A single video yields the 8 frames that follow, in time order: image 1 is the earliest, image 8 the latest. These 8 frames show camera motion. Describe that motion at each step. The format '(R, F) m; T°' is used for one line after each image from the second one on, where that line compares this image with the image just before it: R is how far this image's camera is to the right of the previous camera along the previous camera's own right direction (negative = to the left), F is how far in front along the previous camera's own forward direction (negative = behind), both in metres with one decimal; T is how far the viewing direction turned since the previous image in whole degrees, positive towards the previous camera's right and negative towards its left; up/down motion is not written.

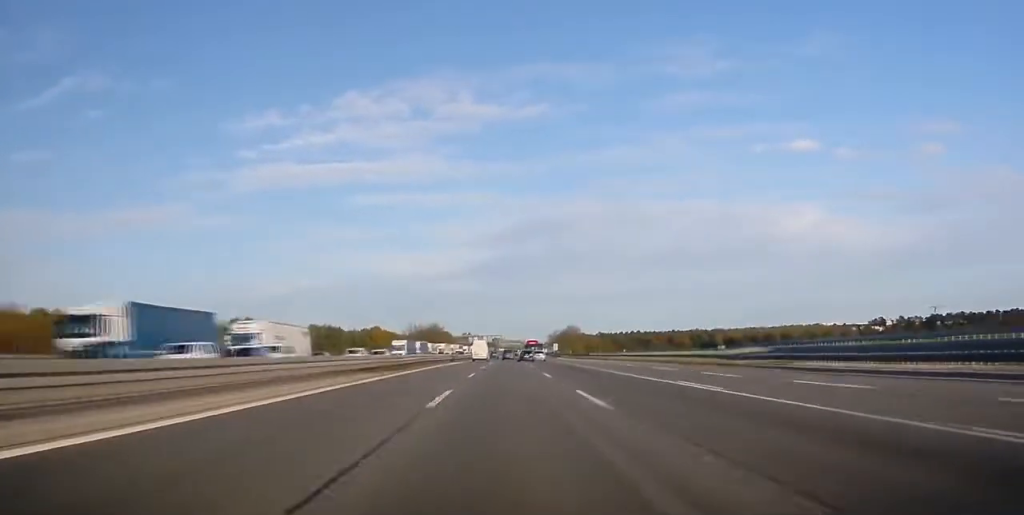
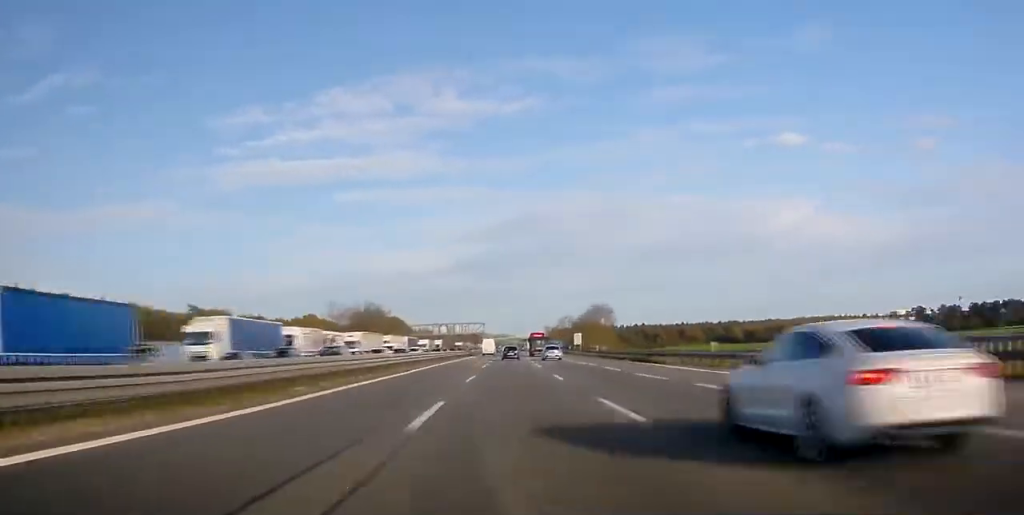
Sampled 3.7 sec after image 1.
(+0.6, +109.8) m; +1°
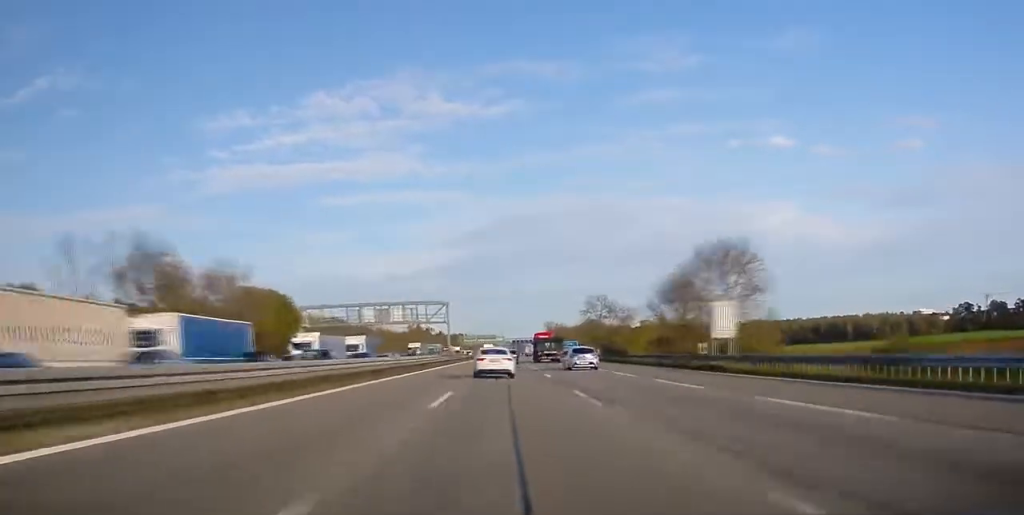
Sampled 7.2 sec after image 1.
(+1.1, +99.8) m; +1°
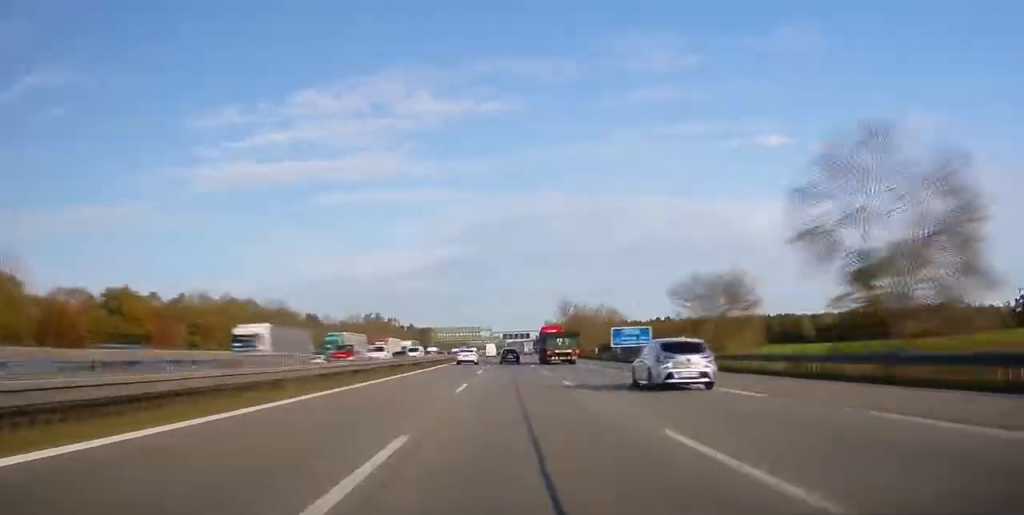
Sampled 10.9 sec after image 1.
(+0.6, +102.3) m; +1°
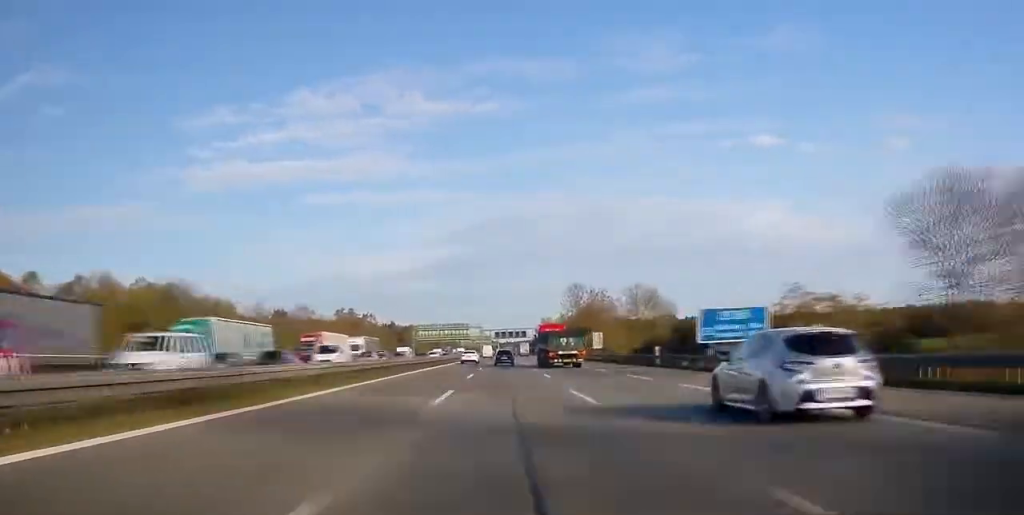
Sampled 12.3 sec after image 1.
(+0.3, +40.3) m; 0°
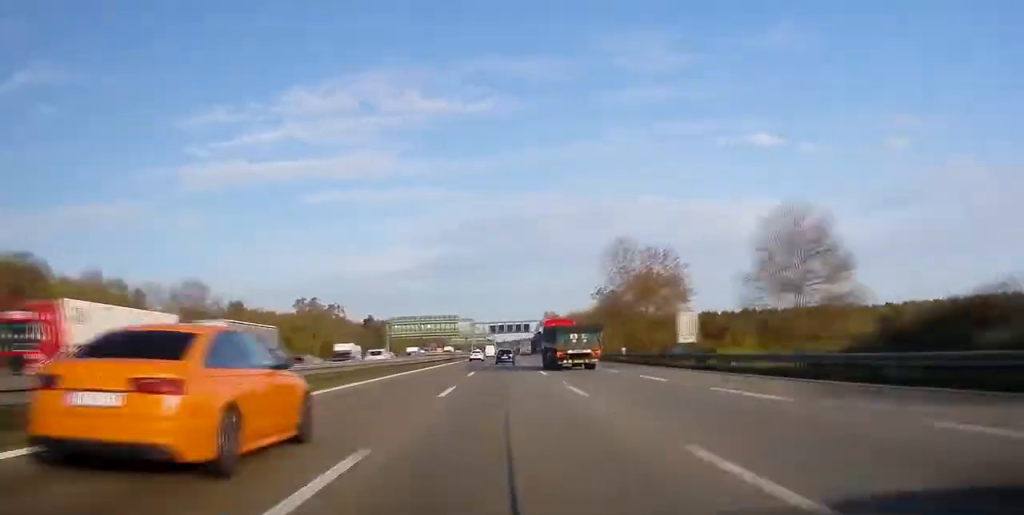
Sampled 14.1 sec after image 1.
(+0.1, +50.5) m; 0°
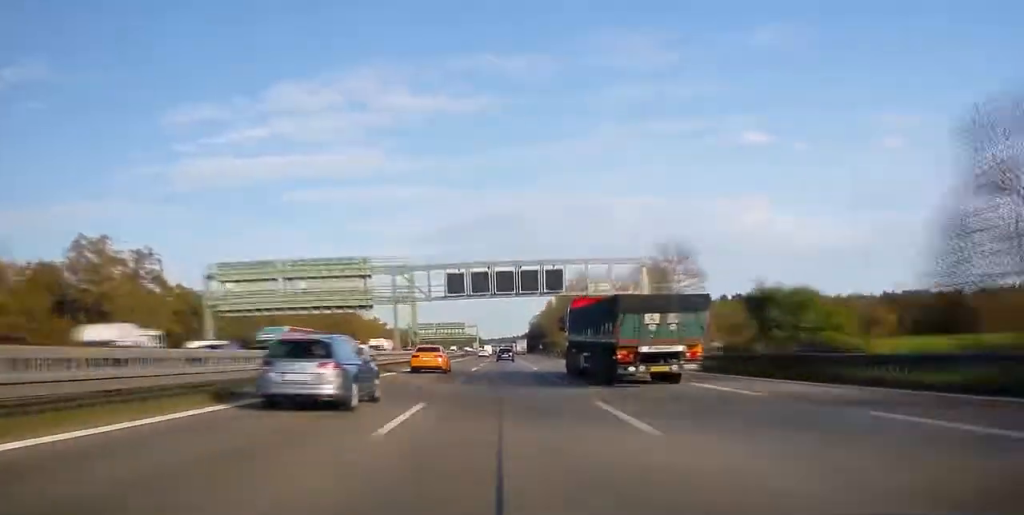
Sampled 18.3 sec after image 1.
(+0.9, +119.4) m; 0°
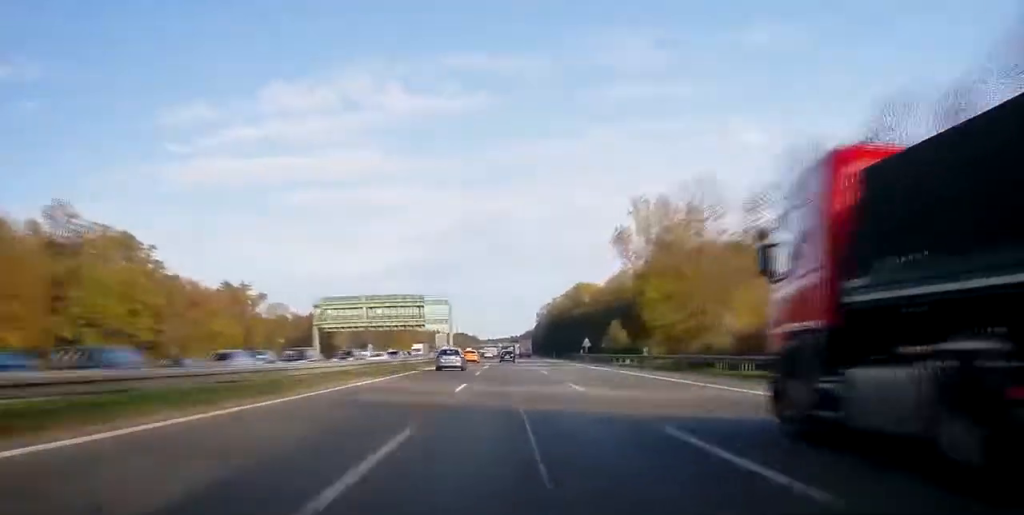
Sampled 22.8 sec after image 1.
(+0.2, +130.0) m; +1°
